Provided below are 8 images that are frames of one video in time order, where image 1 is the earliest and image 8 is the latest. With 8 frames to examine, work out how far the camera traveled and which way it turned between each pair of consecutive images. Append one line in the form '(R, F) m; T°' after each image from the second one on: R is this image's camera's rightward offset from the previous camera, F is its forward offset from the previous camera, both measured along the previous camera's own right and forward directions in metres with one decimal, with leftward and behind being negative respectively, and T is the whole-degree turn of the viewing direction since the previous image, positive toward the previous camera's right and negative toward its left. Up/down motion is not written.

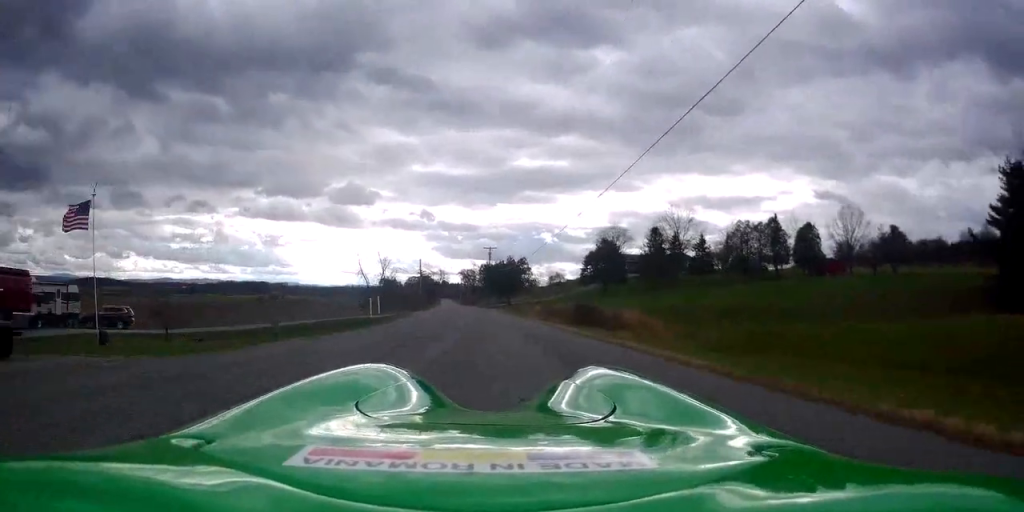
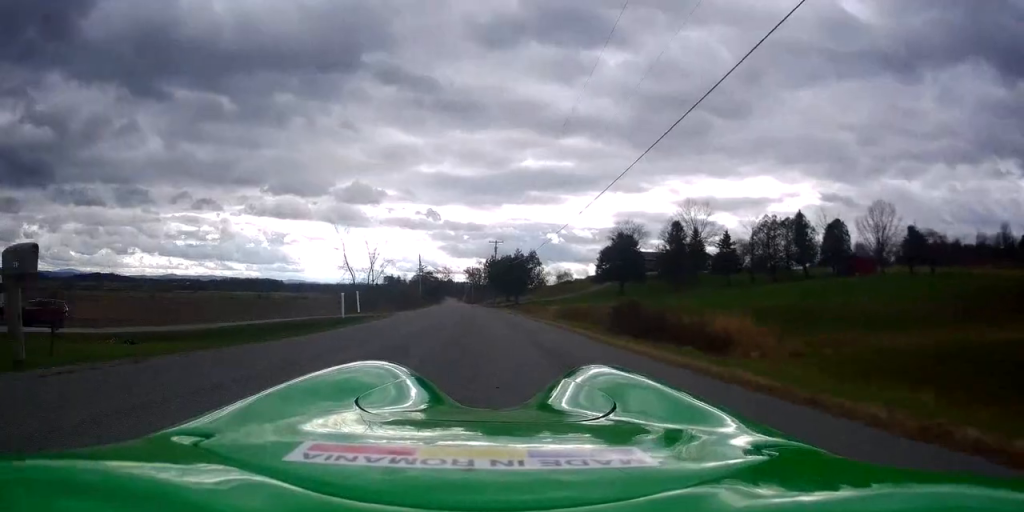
(+0.1, +9.1) m; -1°
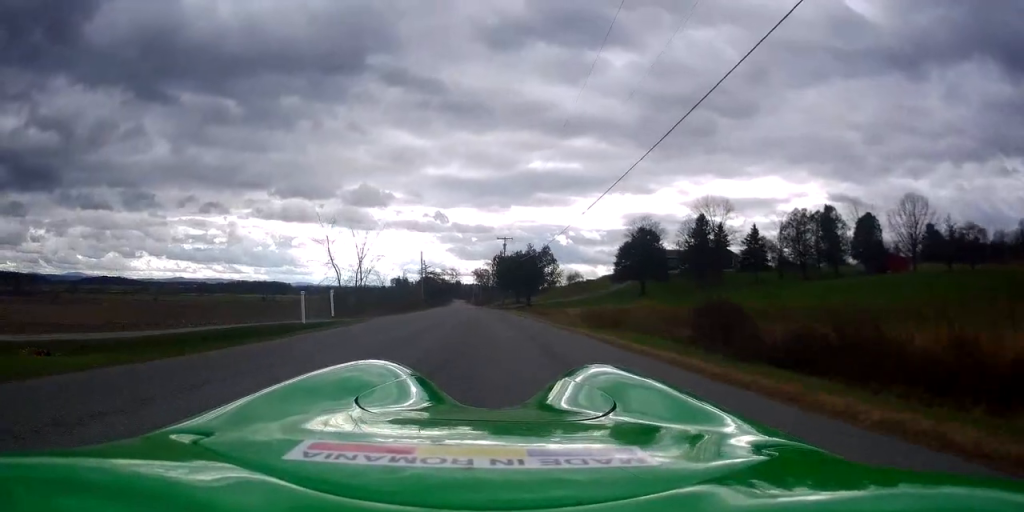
(+0.2, +8.6) m; -2°
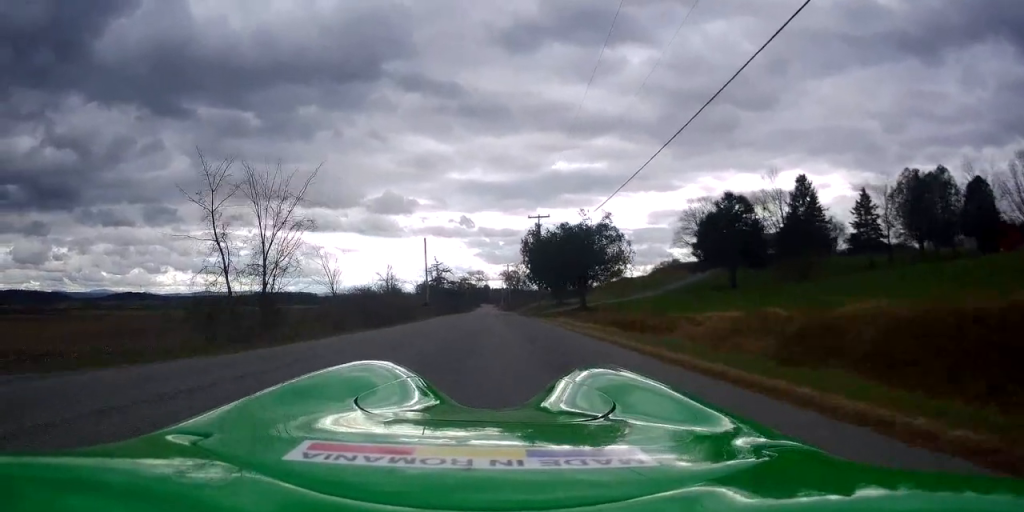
(-0.8, +24.0) m; -2°
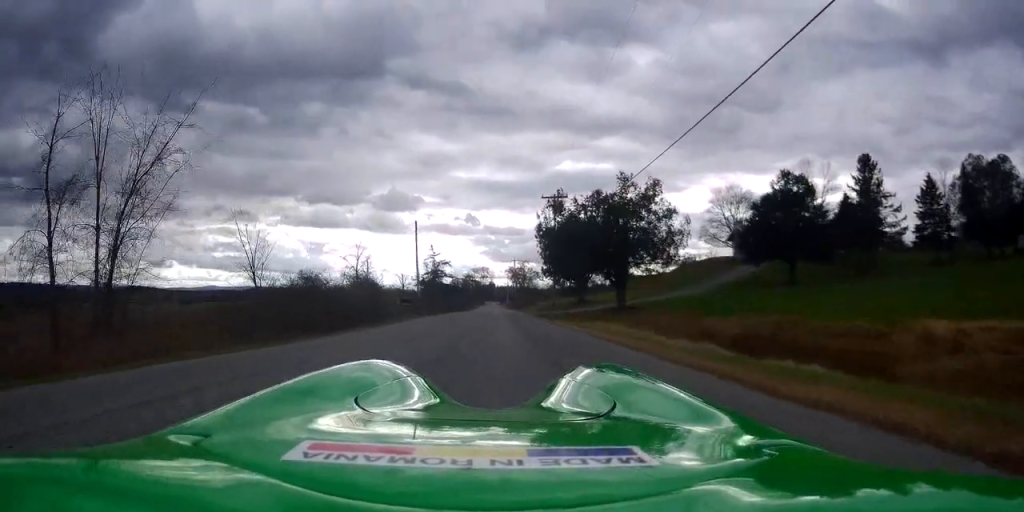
(-0.1, +11.6) m; -1°
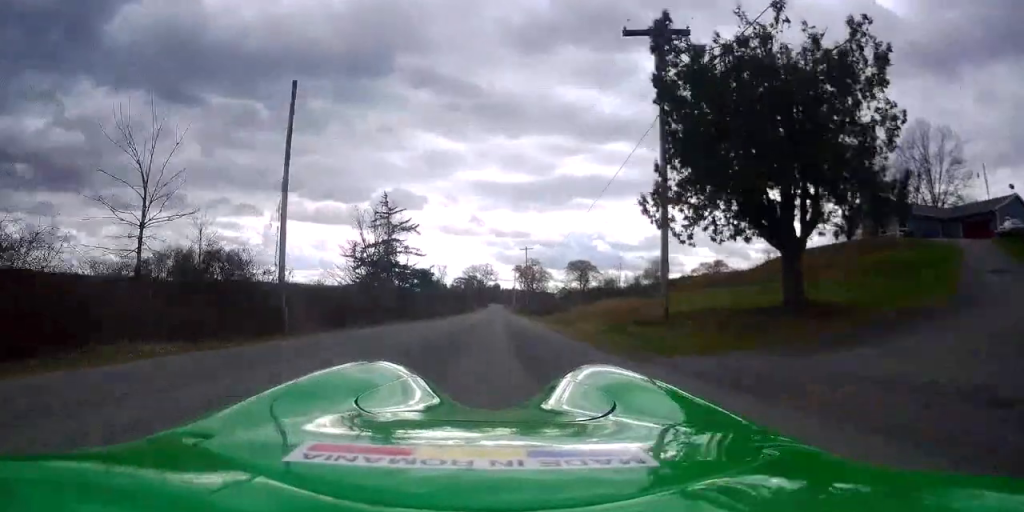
(-0.5, +34.4) m; -1°
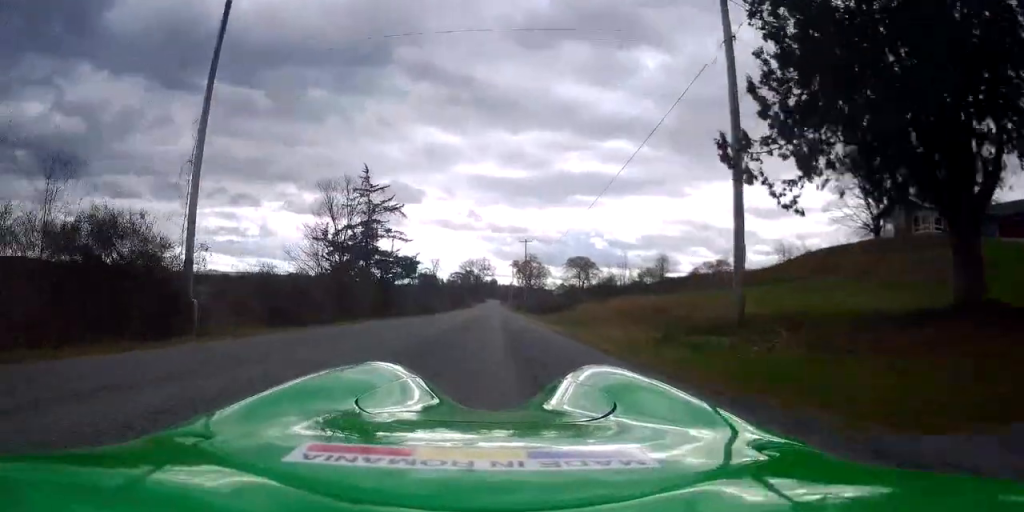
(0.0, +6.4) m; 0°
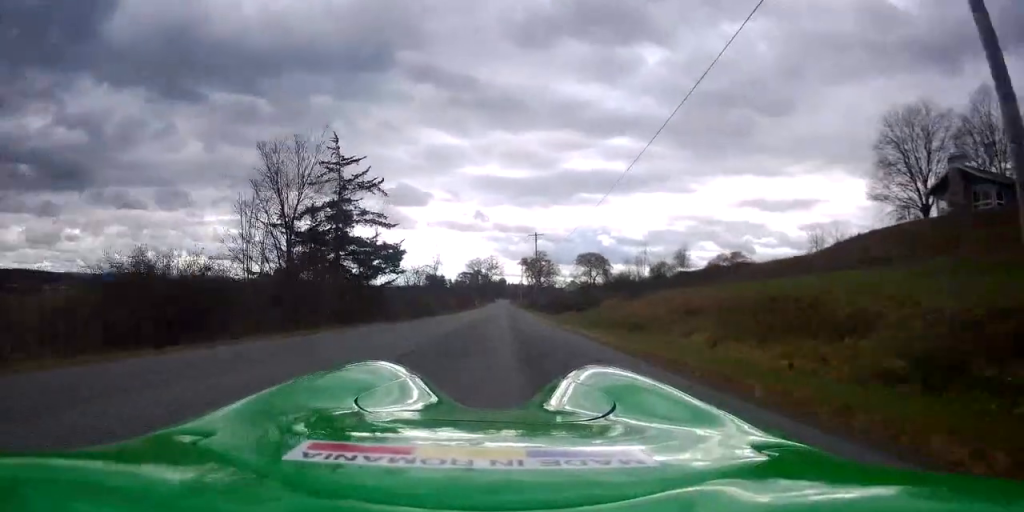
(0.0, +7.5) m; 0°
